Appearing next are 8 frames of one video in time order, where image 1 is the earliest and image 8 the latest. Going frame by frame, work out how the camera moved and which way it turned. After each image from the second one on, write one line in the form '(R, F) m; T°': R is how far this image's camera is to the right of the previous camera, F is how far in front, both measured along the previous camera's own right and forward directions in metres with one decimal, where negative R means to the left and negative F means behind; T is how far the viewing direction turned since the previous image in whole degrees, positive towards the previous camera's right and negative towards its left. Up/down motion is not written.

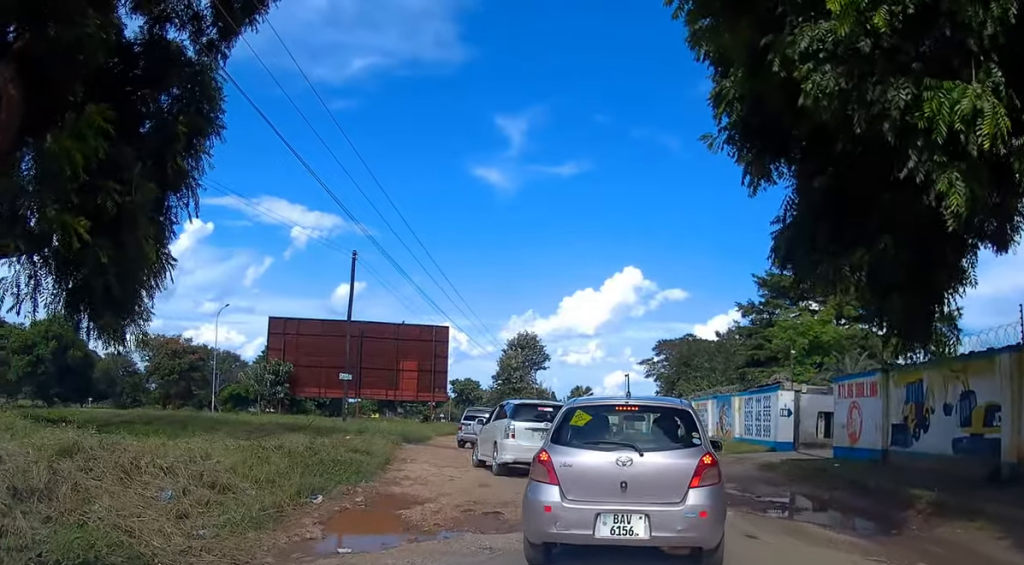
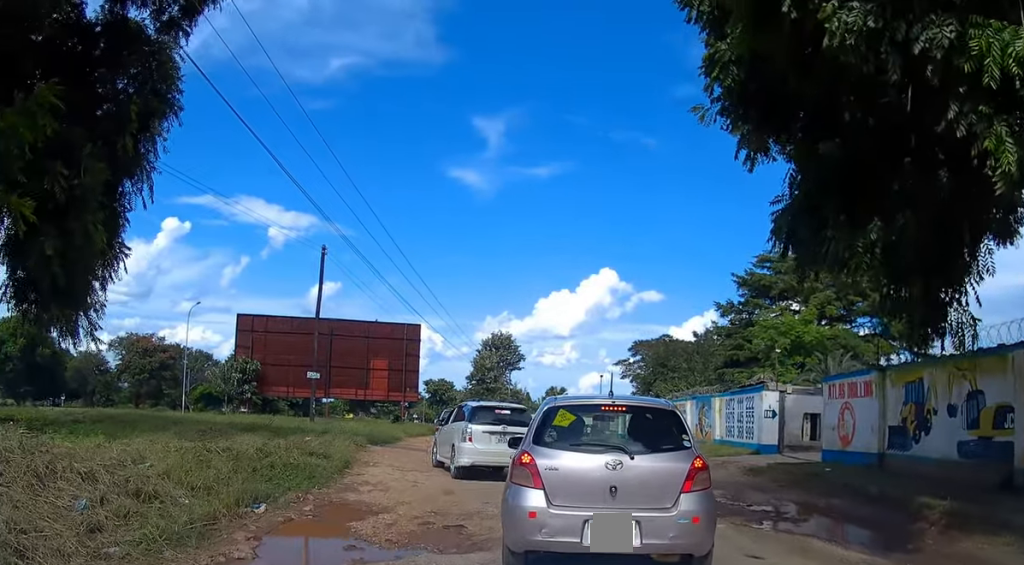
(-0.1, +1.2) m; +2°
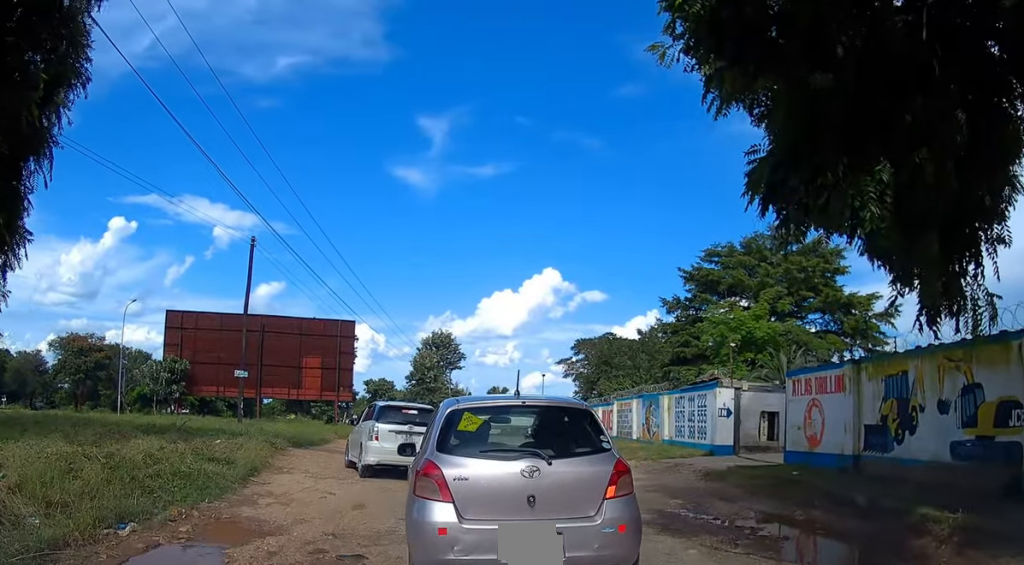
(+0.1, +1.9) m; +2°
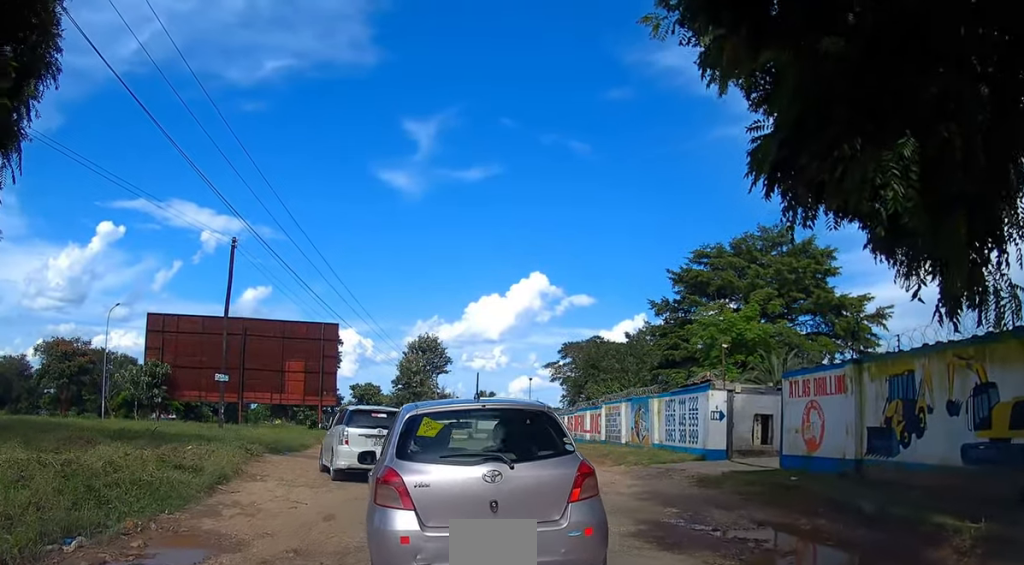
(0.0, +0.8) m; 0°
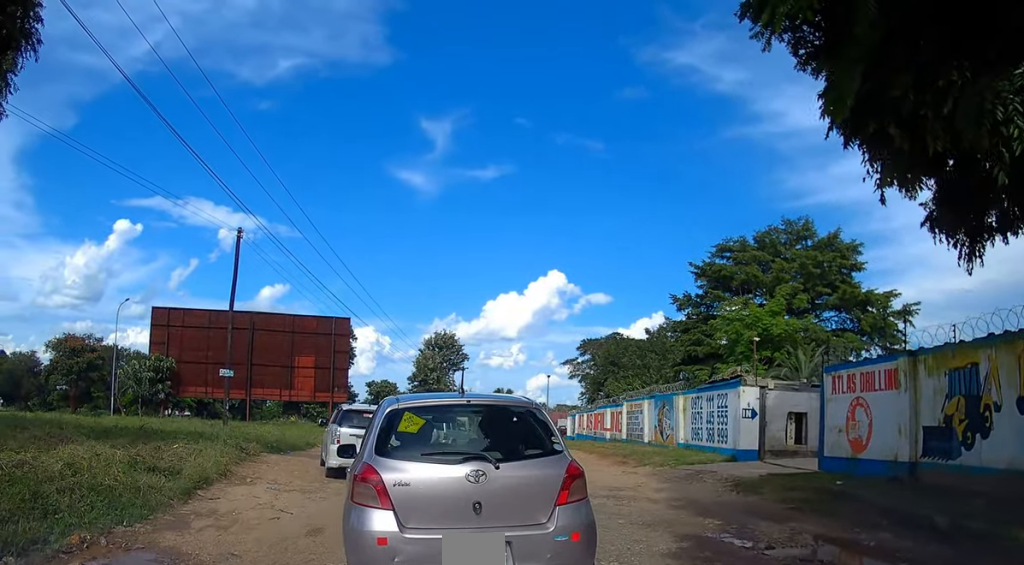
(-0.1, +1.5) m; -5°
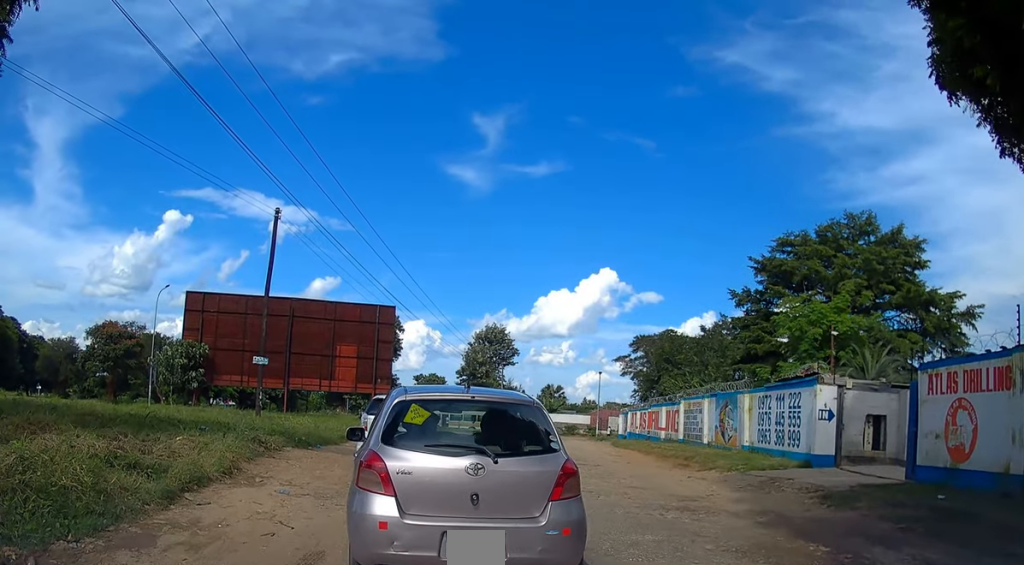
(-0.1, +2.0) m; -6°
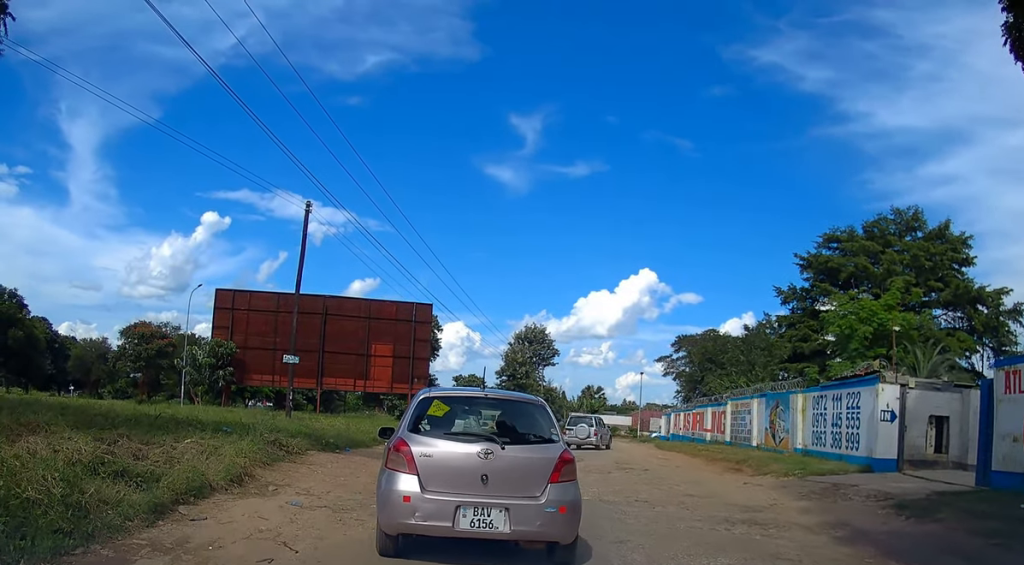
(-0.1, +1.4) m; 0°
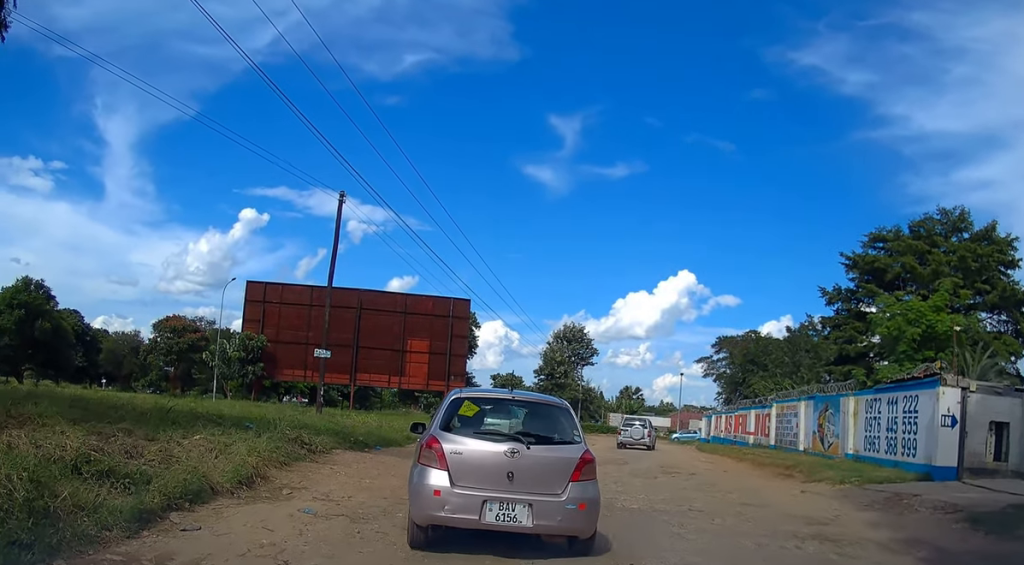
(-0.1, +1.0) m; -2°
